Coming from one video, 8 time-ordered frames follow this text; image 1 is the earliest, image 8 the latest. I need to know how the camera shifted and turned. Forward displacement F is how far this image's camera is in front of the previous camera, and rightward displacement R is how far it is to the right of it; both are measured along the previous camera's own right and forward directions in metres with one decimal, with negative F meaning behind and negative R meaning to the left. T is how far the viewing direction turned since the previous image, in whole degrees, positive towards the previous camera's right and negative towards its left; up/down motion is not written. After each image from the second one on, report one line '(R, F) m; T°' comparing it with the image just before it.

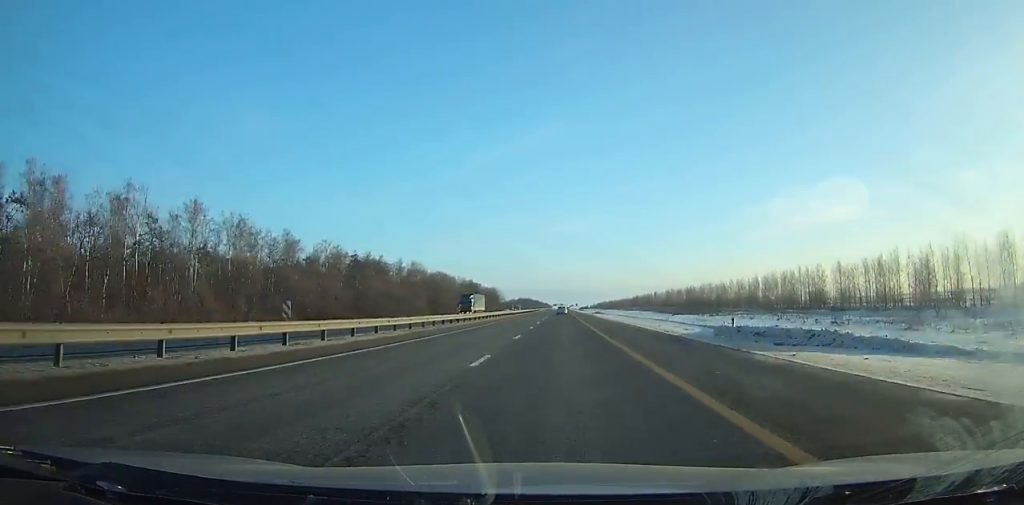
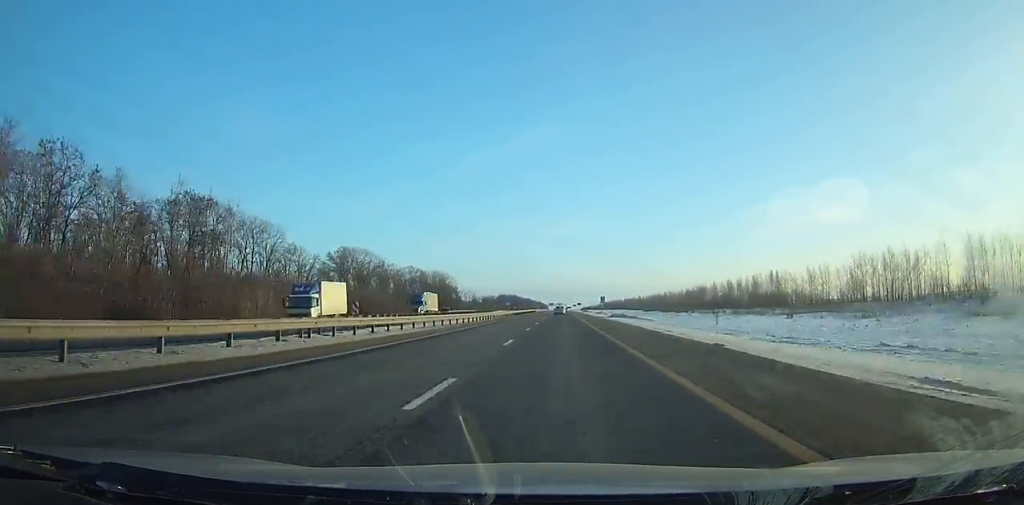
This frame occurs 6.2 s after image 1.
(+0.3, +220.6) m; 0°
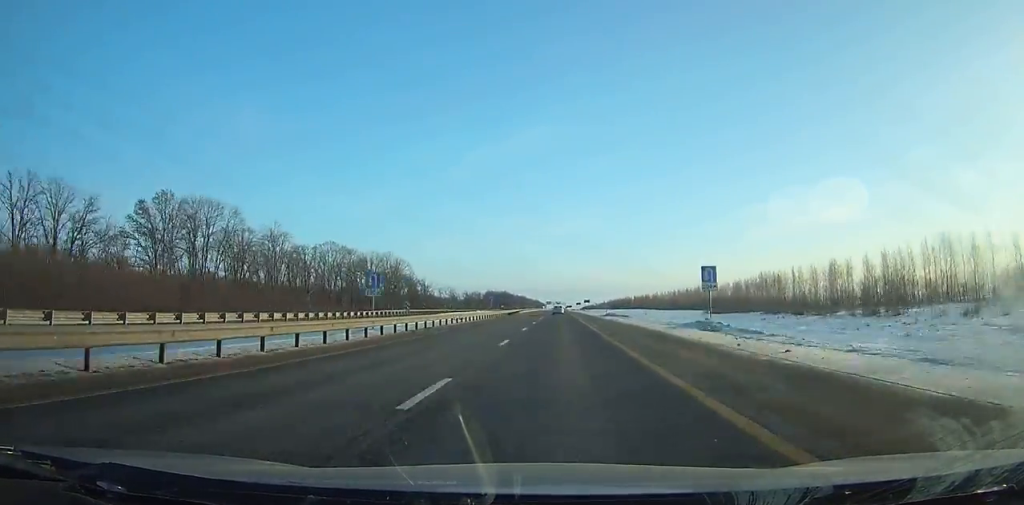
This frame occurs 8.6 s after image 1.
(0.0, +84.2) m; 0°
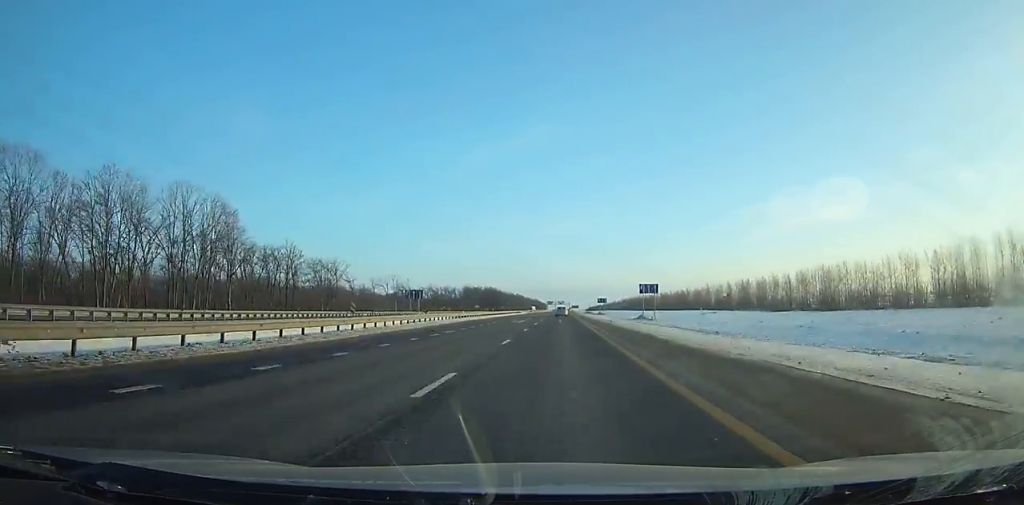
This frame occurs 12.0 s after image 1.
(-0.1, +117.7) m; 0°
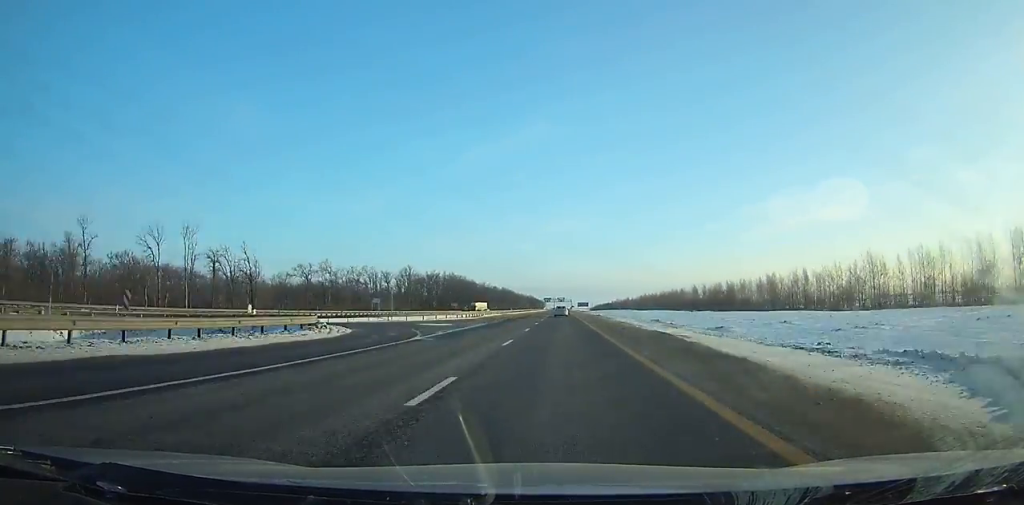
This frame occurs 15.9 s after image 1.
(-0.2, +132.4) m; 0°
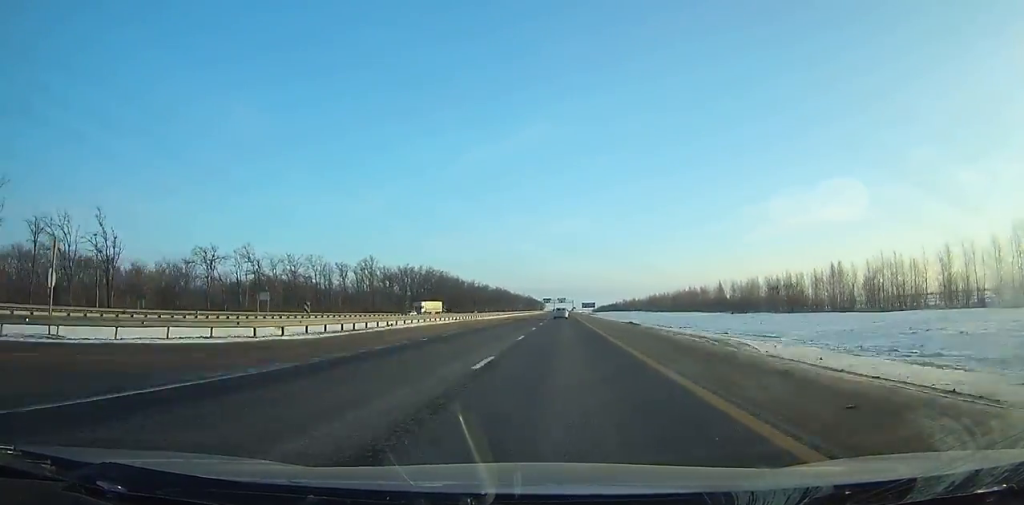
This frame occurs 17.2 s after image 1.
(-0.1, +43.4) m; 0°
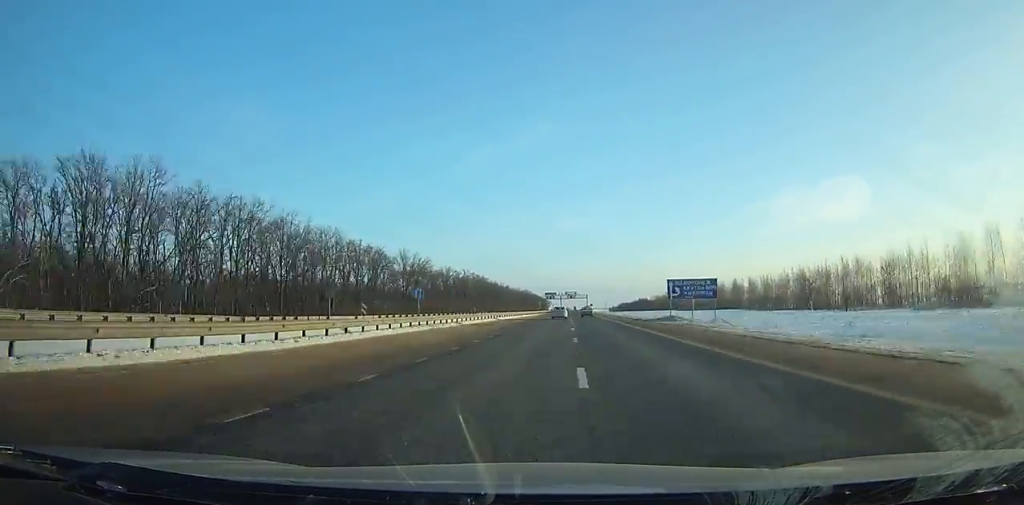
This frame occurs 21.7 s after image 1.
(-1.0, +148.9) m; 0°
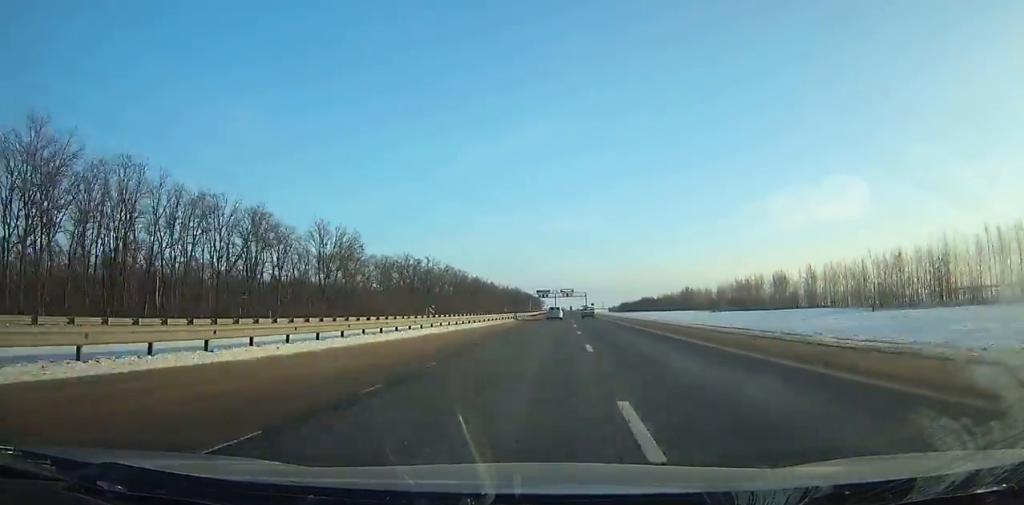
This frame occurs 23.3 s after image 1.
(+0.1, +52.7) m; 0°
